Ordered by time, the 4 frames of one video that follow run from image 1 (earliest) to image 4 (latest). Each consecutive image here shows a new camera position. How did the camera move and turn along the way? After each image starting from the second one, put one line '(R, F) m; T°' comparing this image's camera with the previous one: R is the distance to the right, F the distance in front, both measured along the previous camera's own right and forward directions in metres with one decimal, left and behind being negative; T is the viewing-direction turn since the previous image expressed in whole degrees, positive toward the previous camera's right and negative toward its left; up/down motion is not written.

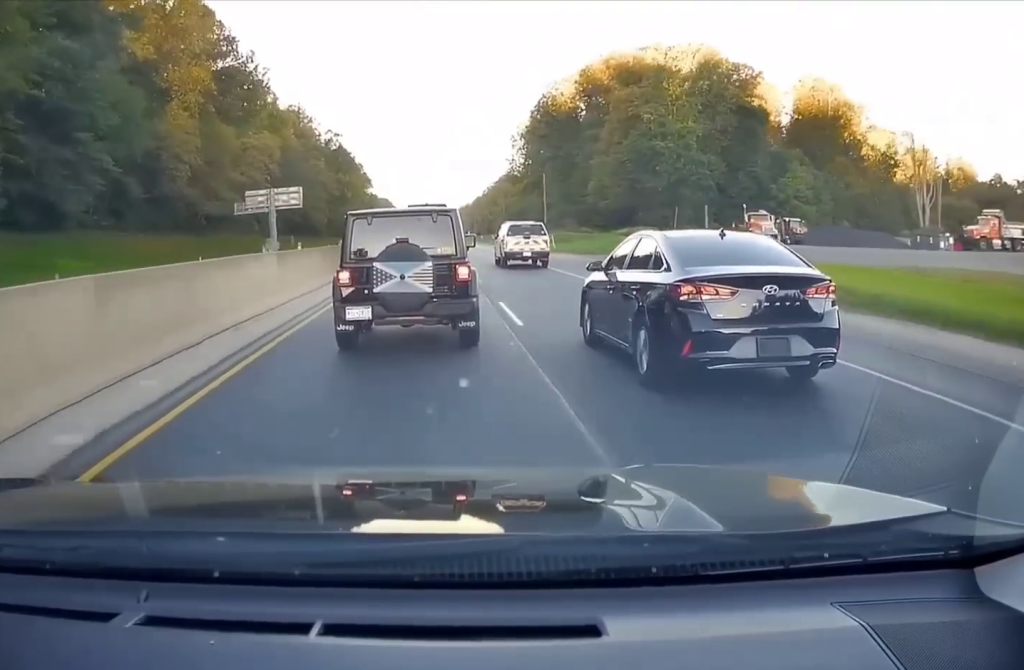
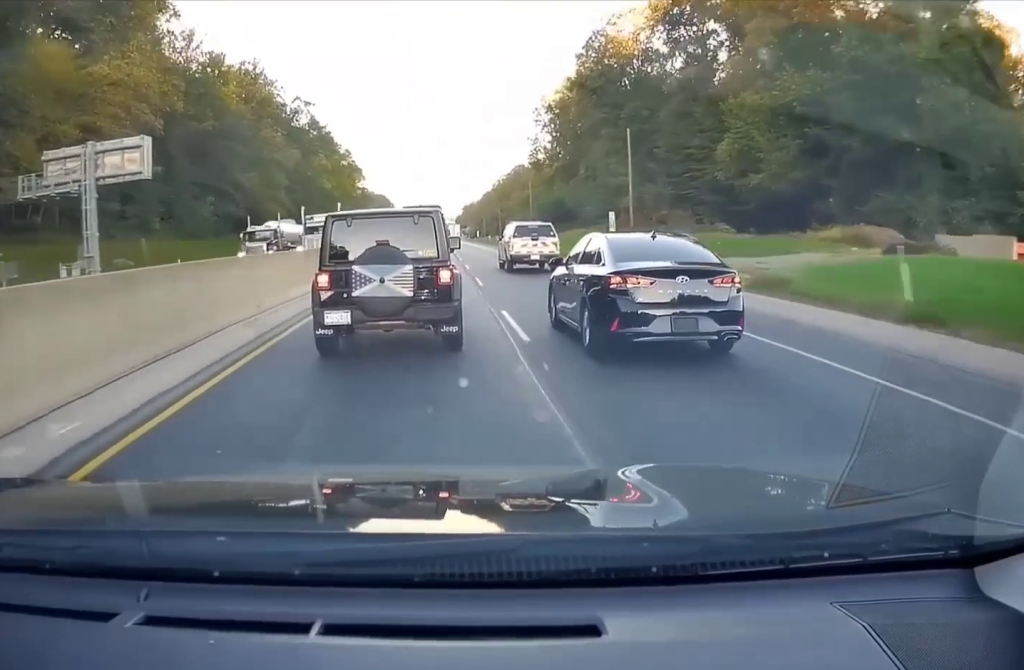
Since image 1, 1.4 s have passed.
(+0.5, +52.2) m; 0°
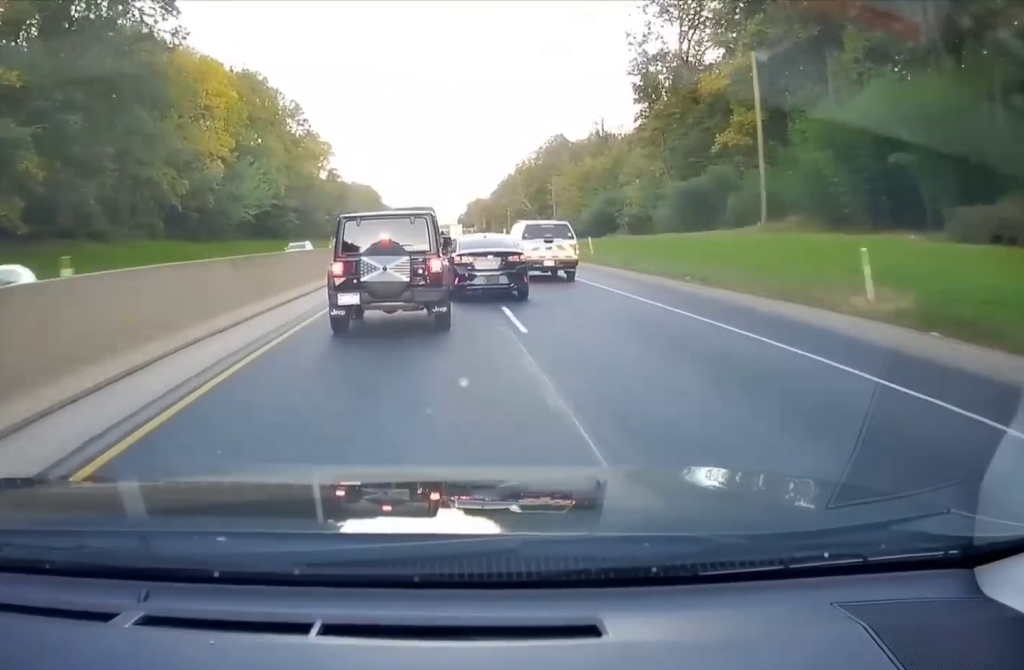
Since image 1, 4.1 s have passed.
(-1.3, +97.3) m; 0°
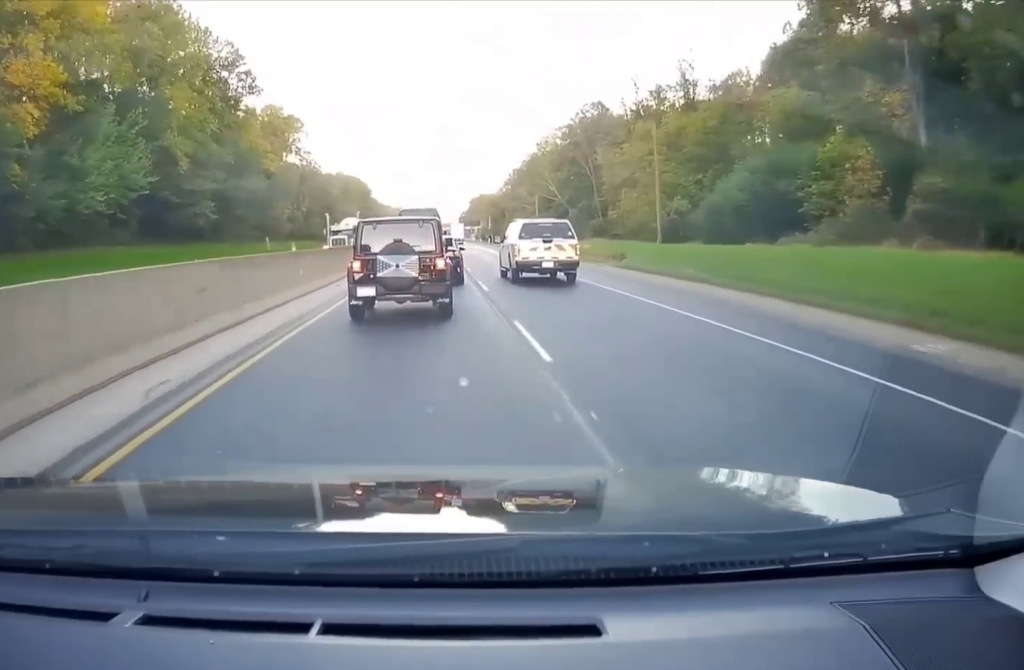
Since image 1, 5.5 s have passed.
(0.0, +52.0) m; 0°
